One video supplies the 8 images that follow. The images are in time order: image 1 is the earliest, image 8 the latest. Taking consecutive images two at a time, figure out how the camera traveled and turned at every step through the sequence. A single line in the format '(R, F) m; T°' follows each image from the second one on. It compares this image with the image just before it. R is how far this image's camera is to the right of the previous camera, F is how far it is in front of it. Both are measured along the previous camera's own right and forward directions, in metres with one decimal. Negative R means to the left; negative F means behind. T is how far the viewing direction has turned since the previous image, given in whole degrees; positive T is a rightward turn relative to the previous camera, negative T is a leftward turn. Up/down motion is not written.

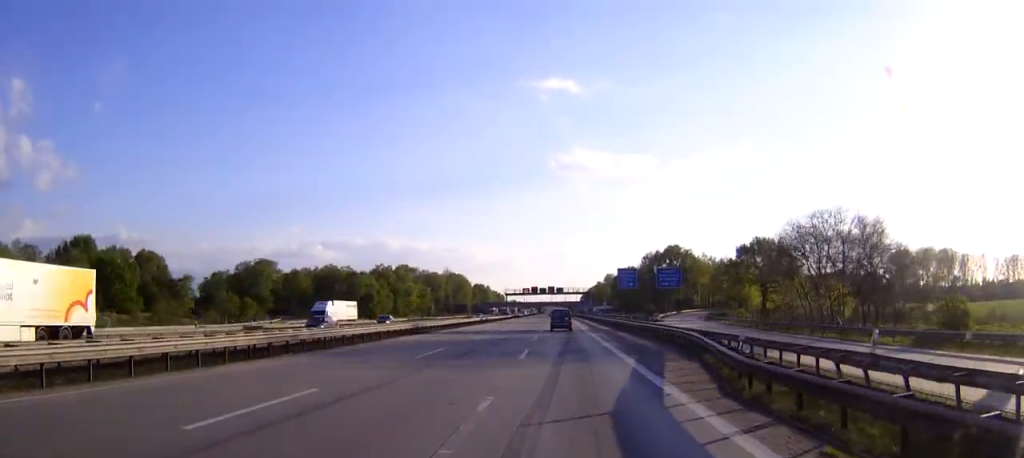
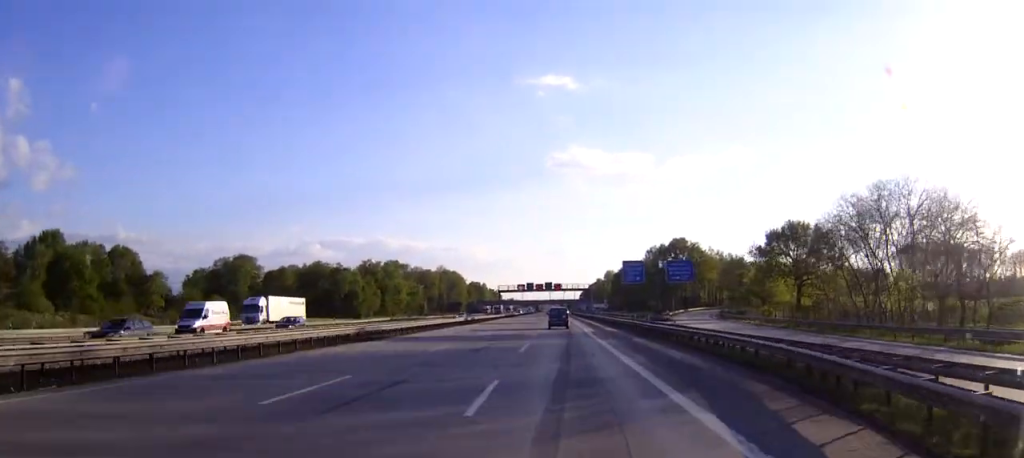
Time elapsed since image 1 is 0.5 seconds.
(0.0, +14.5) m; 0°
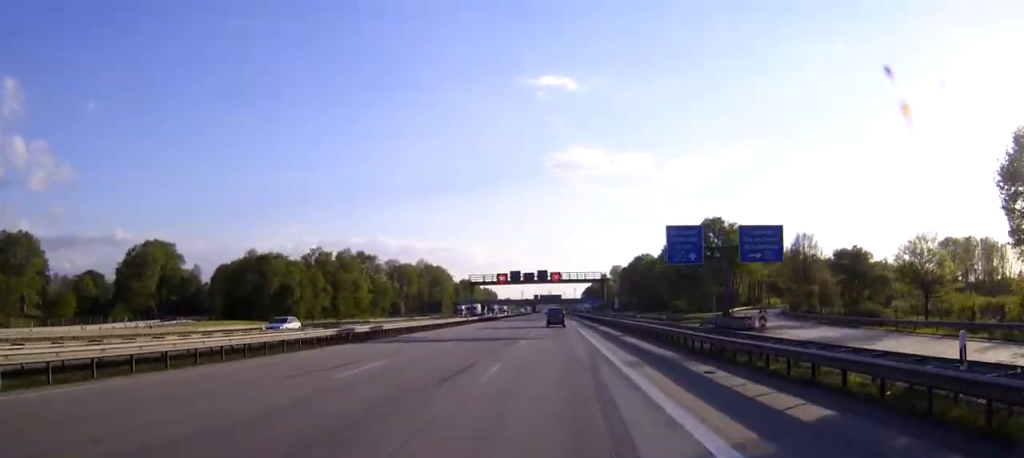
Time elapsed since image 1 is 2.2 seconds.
(0.0, +48.3) m; 0°
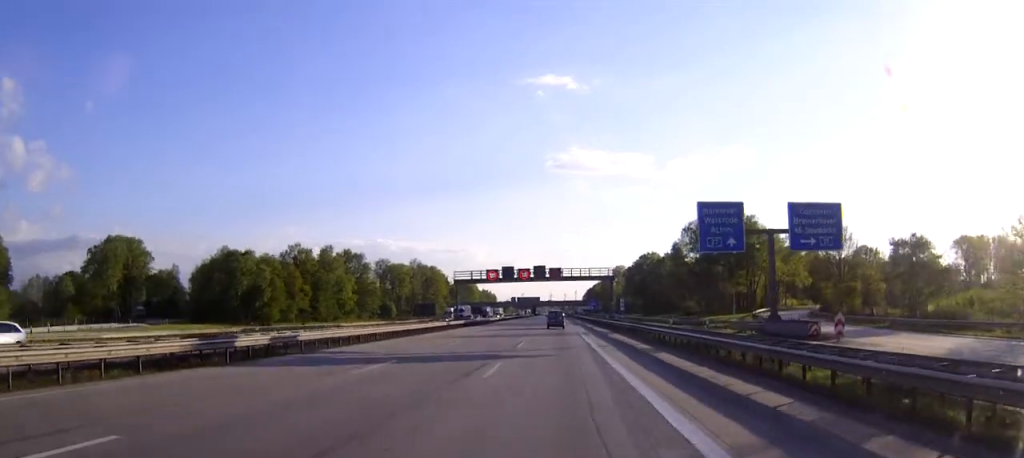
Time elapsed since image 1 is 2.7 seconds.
(0.0, +15.5) m; 0°
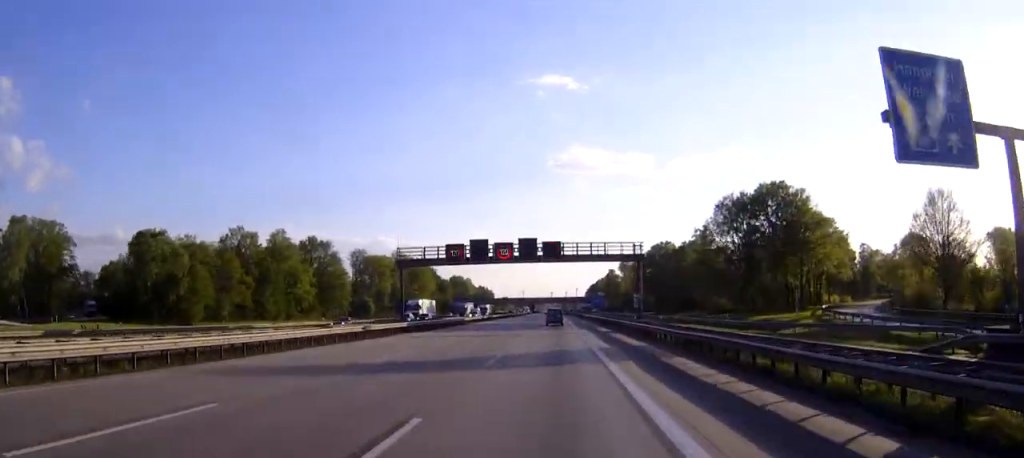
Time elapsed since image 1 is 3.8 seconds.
(0.0, +31.9) m; 0°
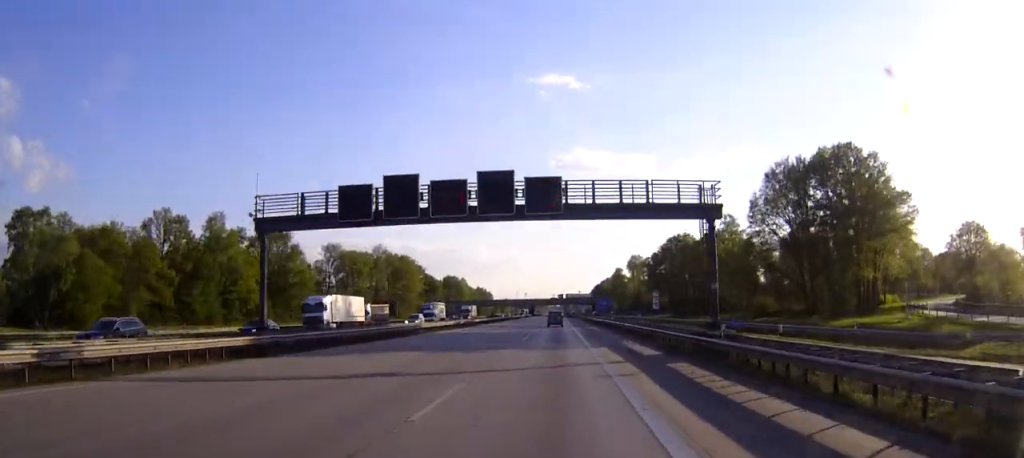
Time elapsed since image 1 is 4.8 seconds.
(0.0, +29.0) m; 0°
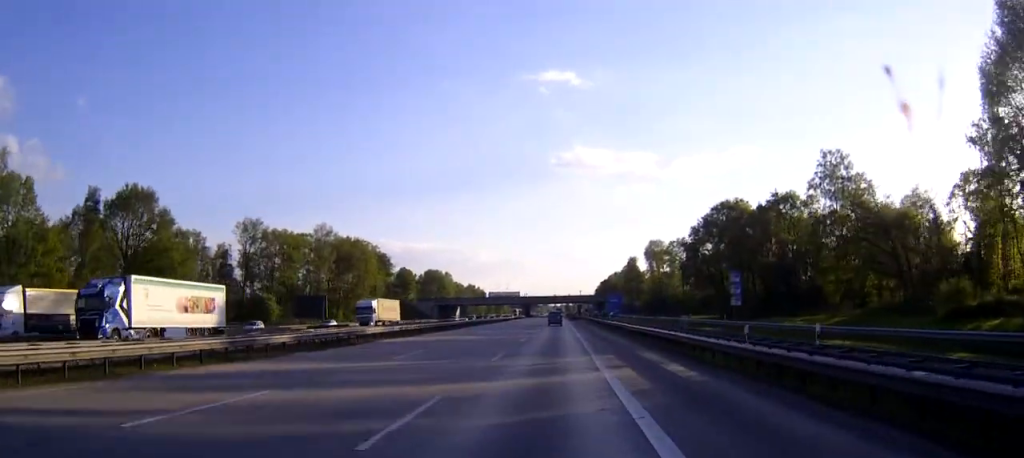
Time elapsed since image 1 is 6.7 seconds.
(-0.1, +55.9) m; 0°
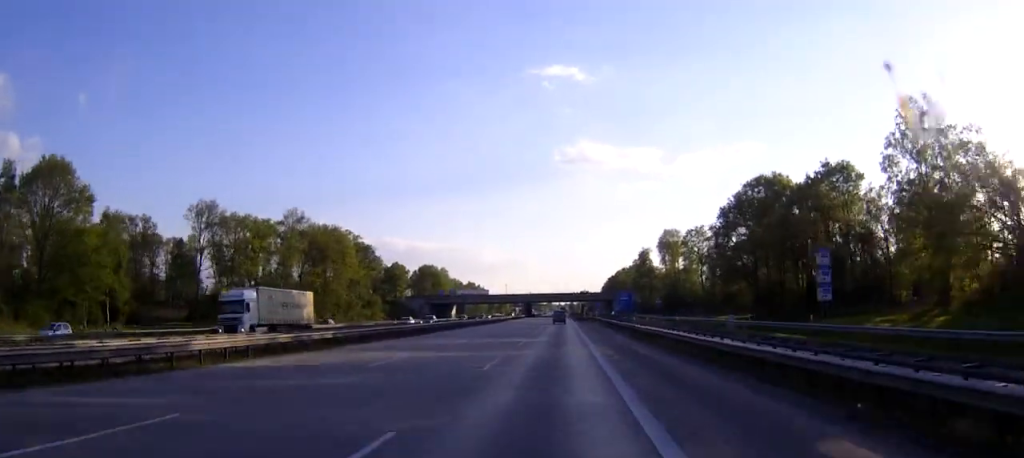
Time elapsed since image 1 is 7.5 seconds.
(-0.1, +22.2) m; 0°
